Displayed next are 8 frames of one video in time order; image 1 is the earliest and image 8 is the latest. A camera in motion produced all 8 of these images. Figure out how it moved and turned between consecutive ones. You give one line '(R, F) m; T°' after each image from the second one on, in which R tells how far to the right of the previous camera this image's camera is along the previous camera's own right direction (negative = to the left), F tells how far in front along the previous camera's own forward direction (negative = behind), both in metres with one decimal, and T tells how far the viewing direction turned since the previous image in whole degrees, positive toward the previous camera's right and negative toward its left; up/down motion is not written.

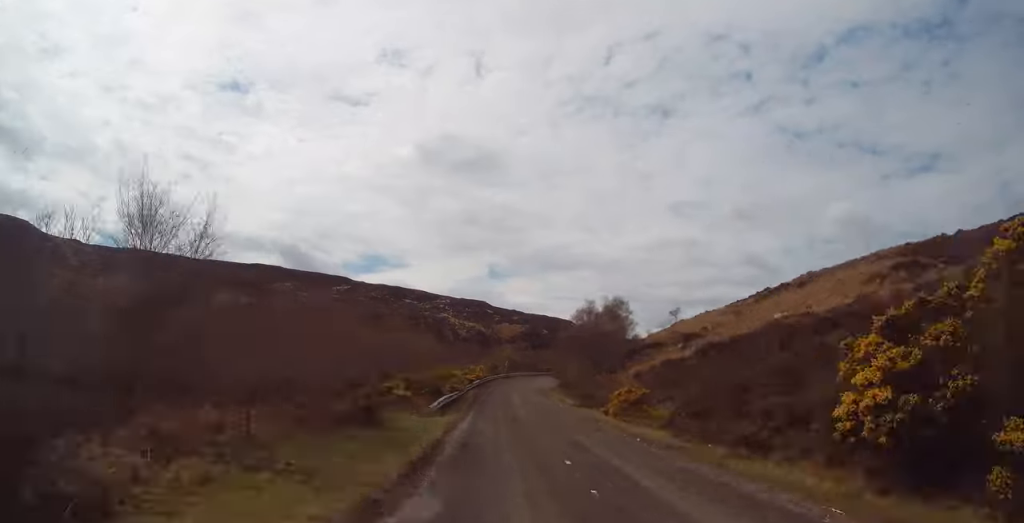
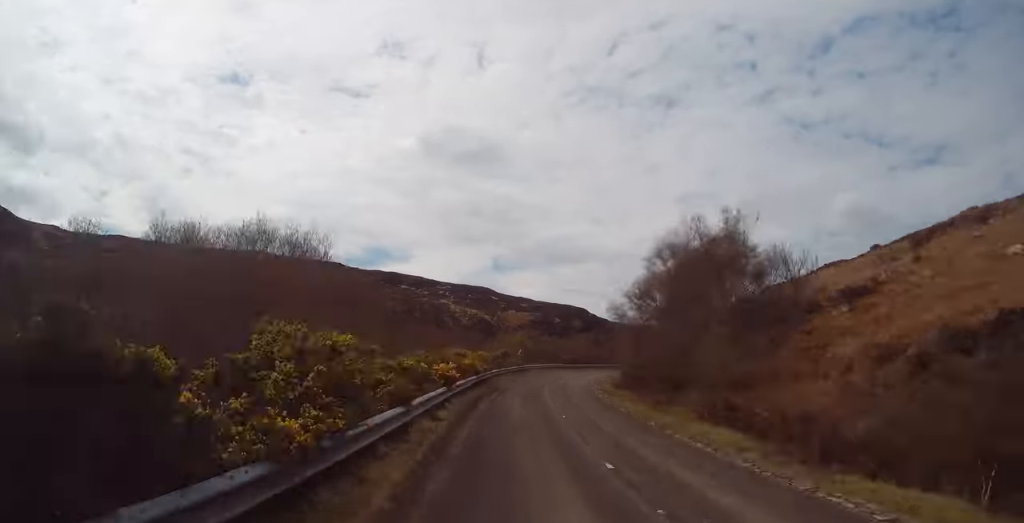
(+0.2, +28.5) m; +4°
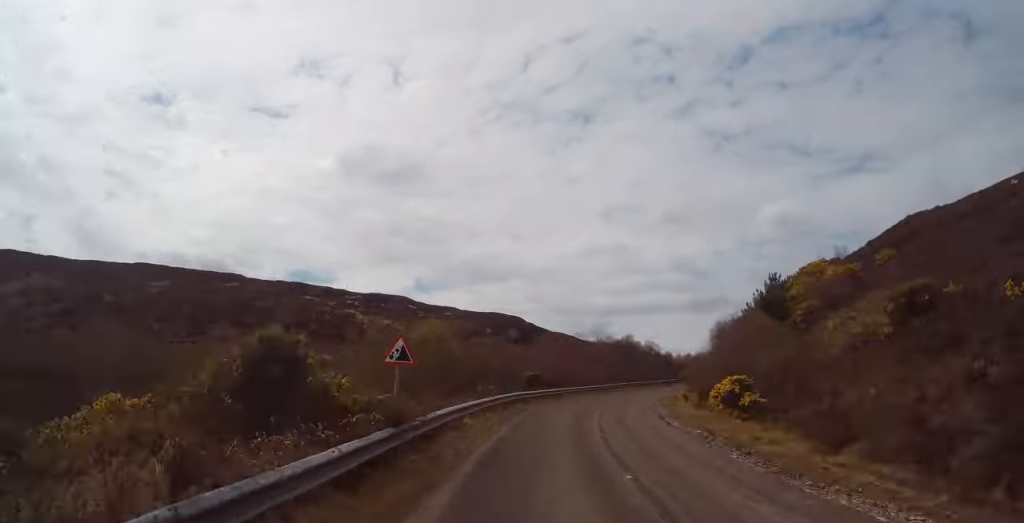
(+1.1, +44.7) m; +11°
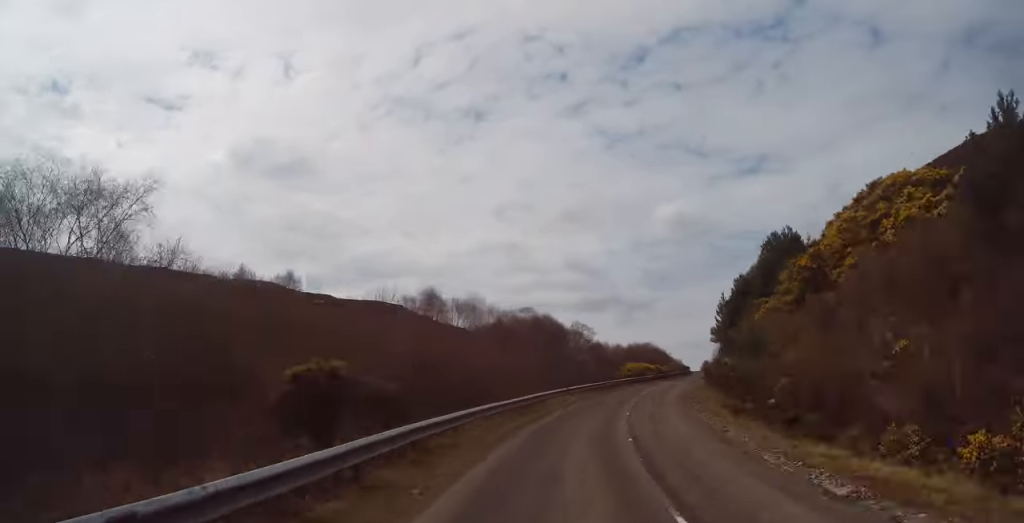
(+4.5, +29.7) m; +7°
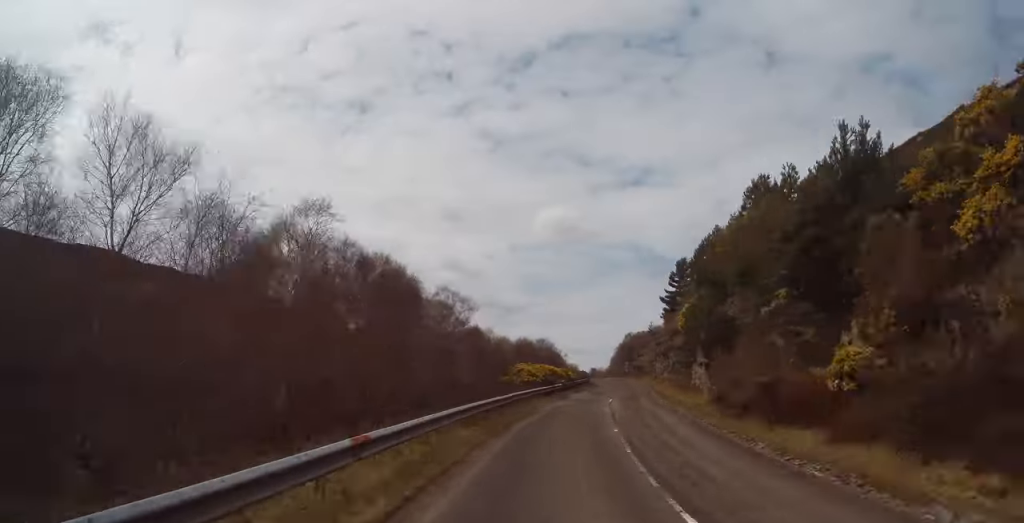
(+1.9, +26.2) m; +6°
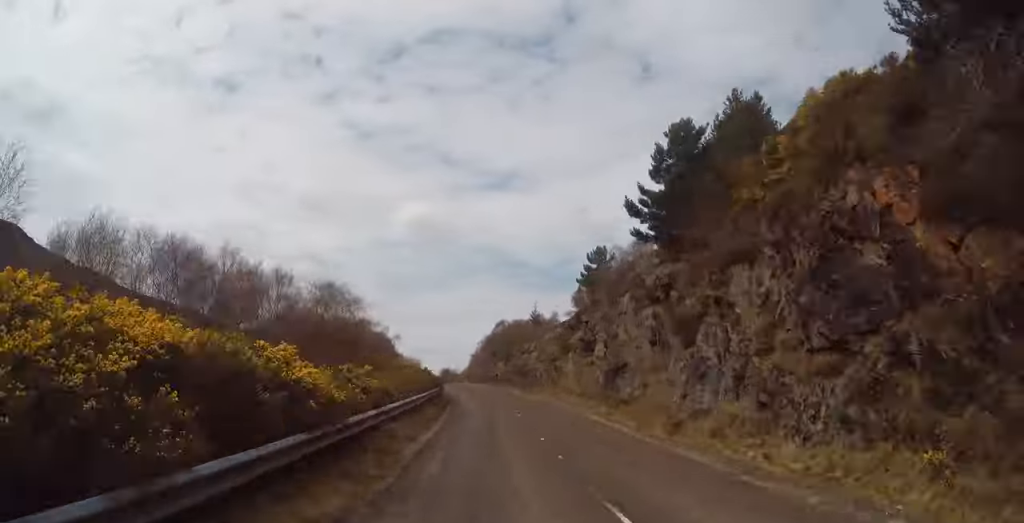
(+3.7, +46.7) m; +2°
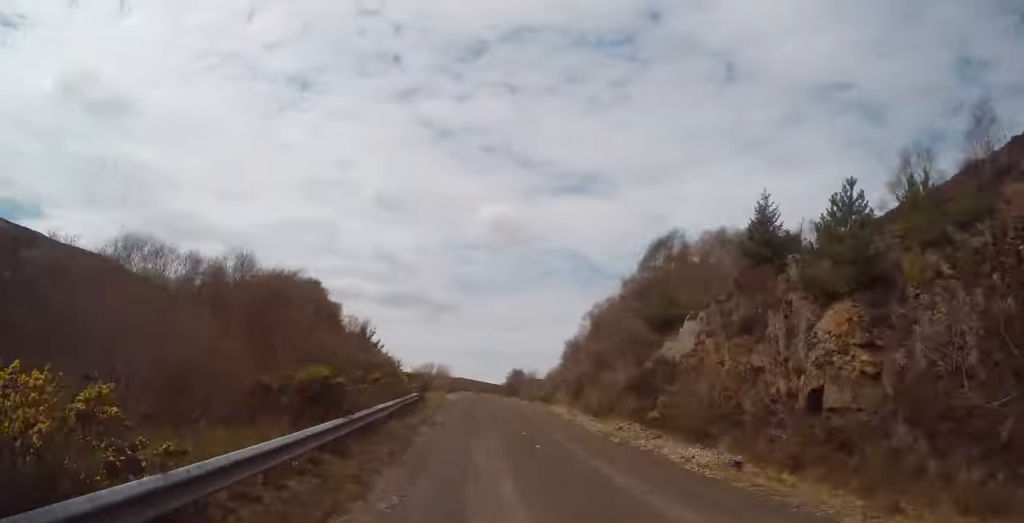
(-0.9, +68.5) m; -2°
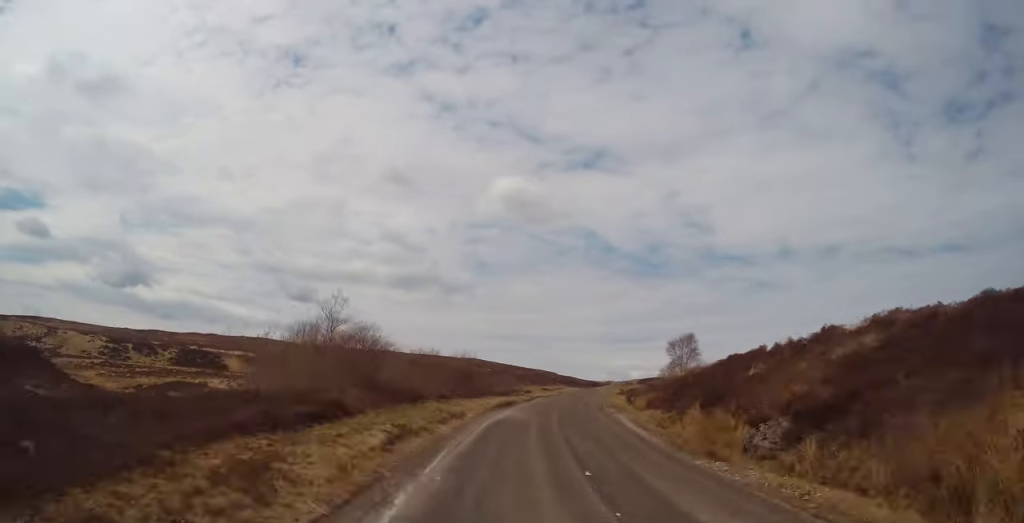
(-0.5, +148.8) m; +4°
